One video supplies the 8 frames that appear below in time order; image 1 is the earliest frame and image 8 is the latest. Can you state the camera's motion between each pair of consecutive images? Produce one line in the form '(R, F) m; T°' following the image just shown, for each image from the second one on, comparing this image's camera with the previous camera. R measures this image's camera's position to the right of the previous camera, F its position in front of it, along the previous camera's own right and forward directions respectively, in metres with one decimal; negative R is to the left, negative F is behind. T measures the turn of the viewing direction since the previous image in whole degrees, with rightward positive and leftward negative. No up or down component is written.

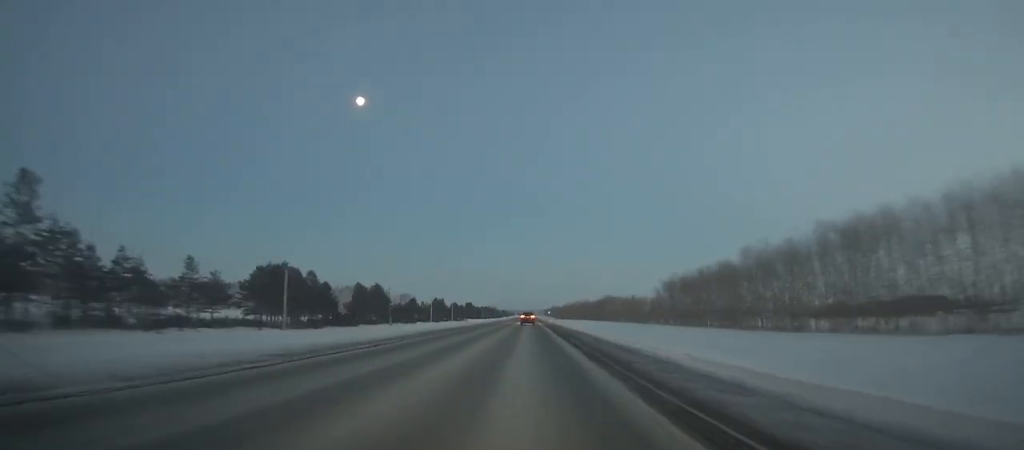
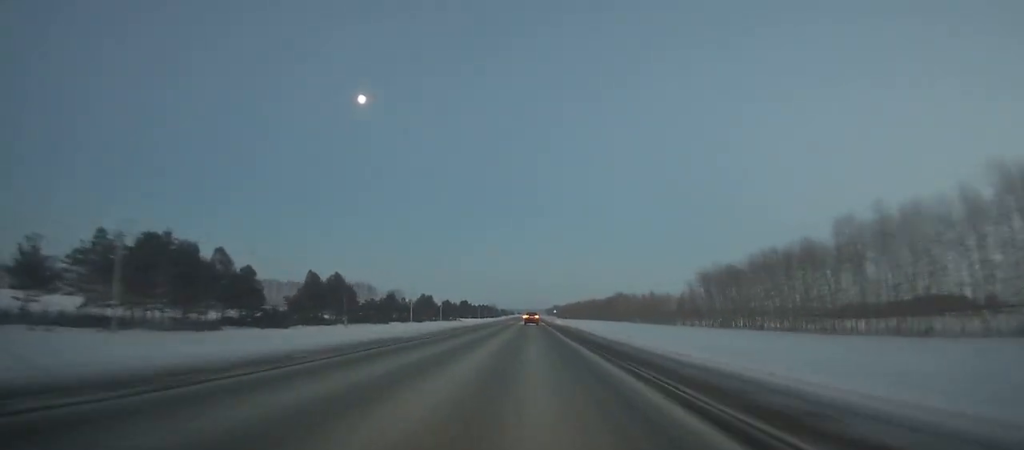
(-0.1, +36.5) m; 0°
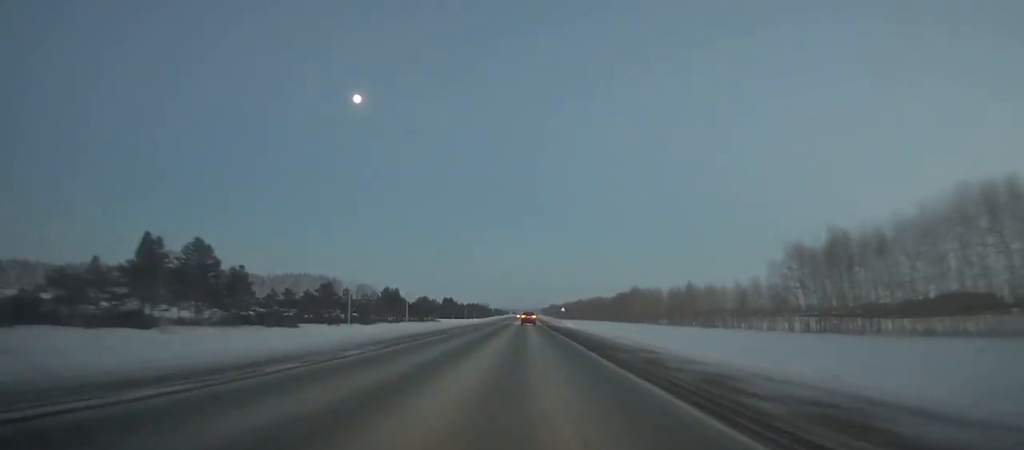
(0.0, +55.9) m; 0°
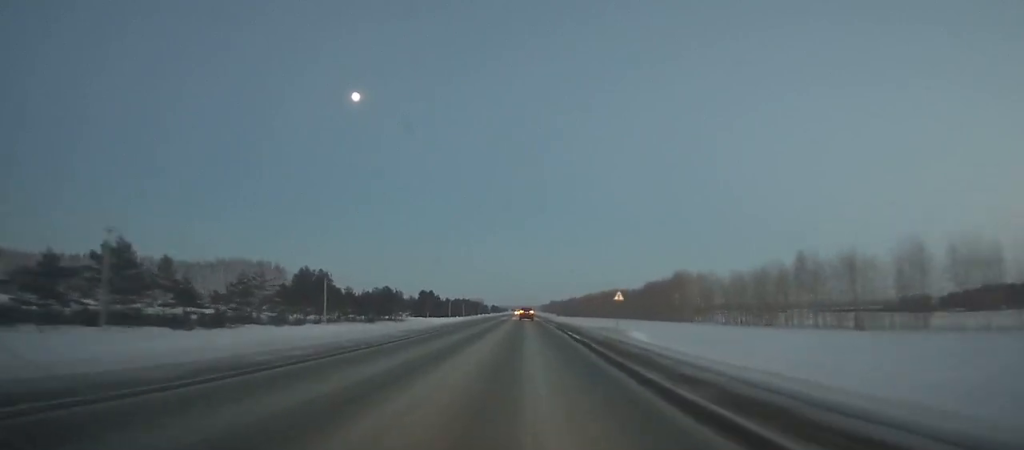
(+0.4, +69.4) m; 0°
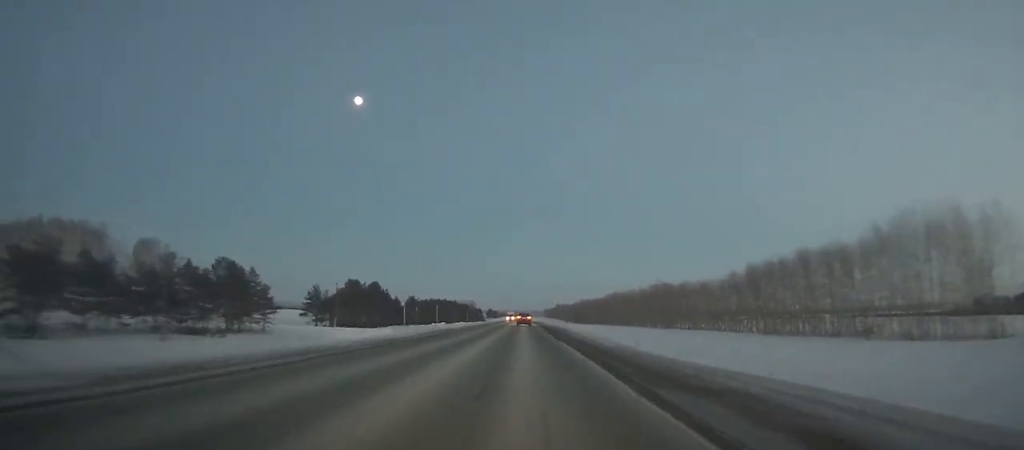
(-0.3, +104.5) m; 0°
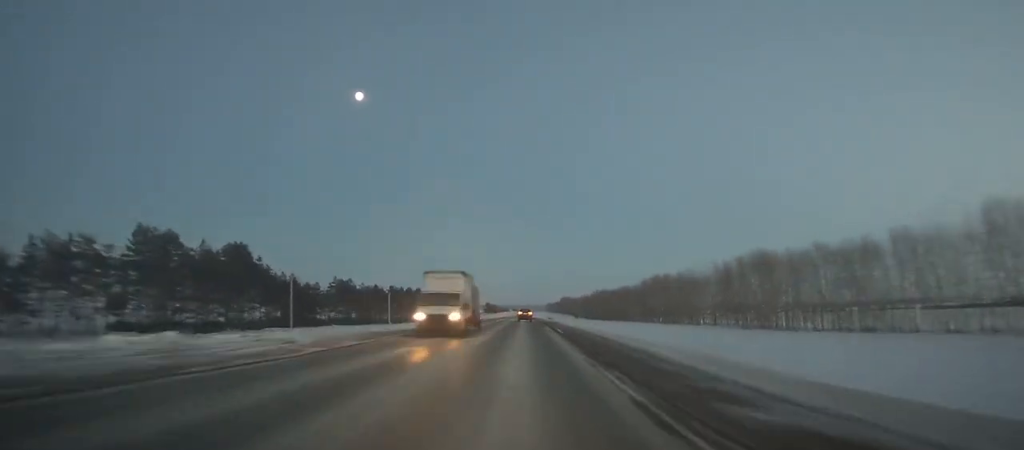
(-0.4, +84.5) m; -1°
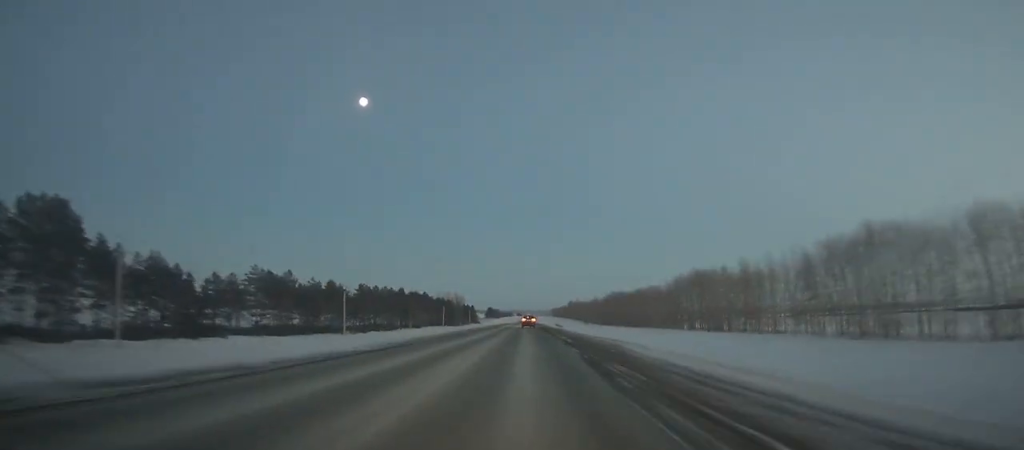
(-0.1, +40.7) m; 0°
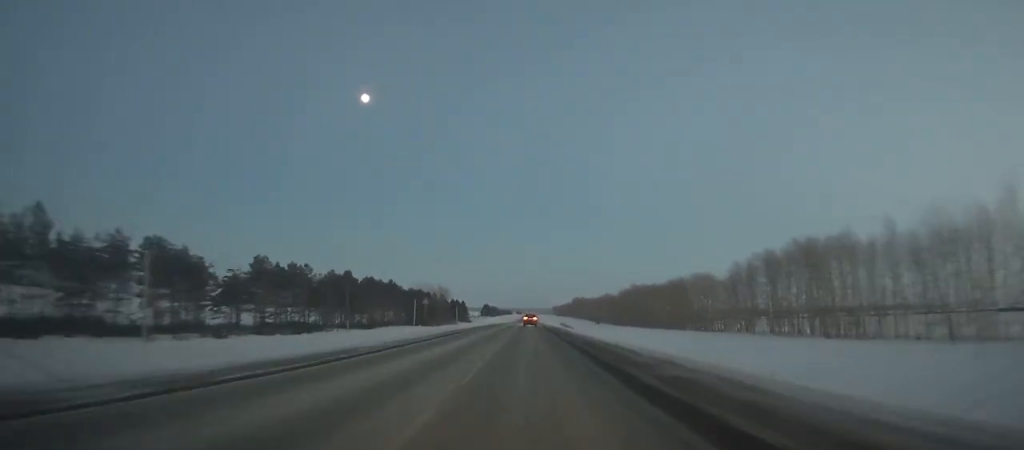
(0.0, +59.2) m; 0°
